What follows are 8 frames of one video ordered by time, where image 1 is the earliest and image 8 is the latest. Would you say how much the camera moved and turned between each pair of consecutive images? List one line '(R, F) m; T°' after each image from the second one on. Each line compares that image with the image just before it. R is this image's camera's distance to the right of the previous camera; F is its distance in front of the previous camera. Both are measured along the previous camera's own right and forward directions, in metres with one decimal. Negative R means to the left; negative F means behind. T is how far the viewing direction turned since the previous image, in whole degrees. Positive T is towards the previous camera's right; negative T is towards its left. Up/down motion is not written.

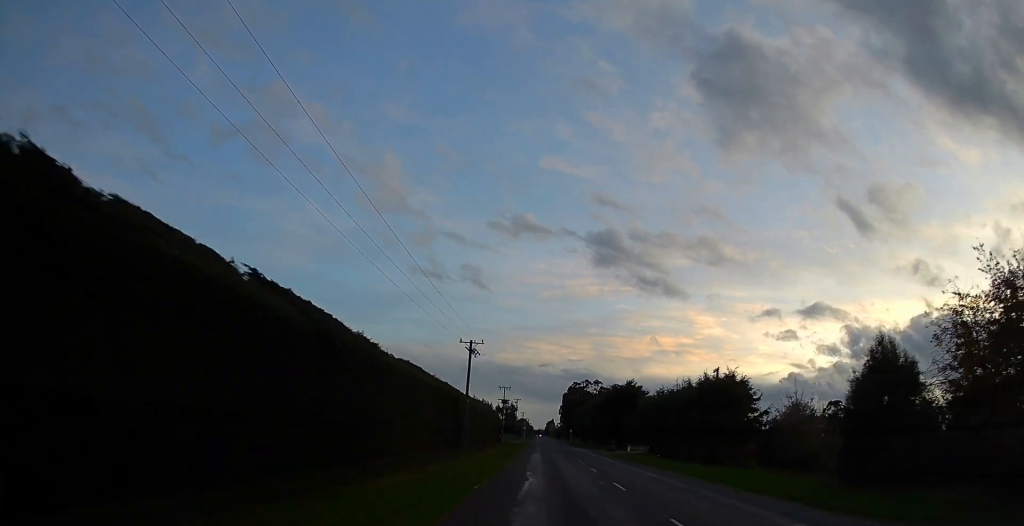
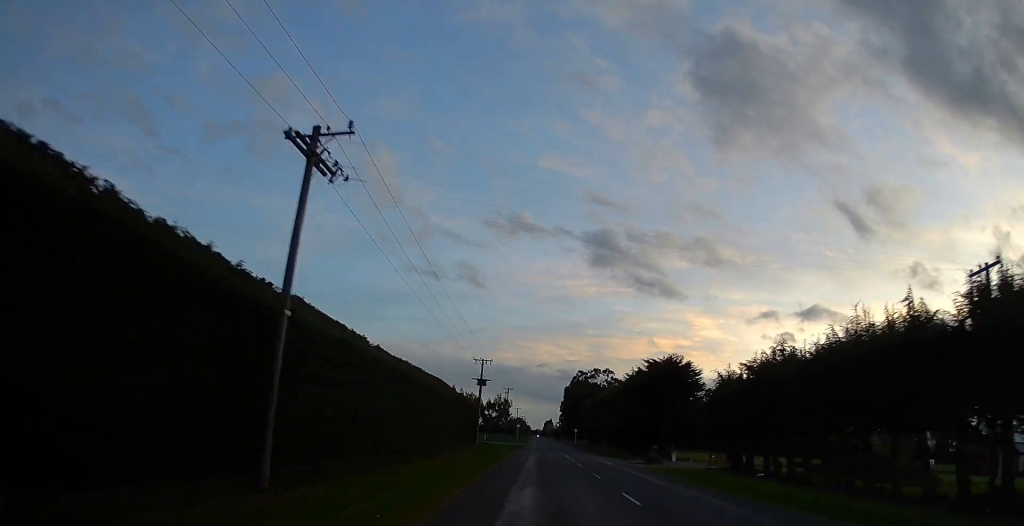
(+0.5, +34.0) m; +4°
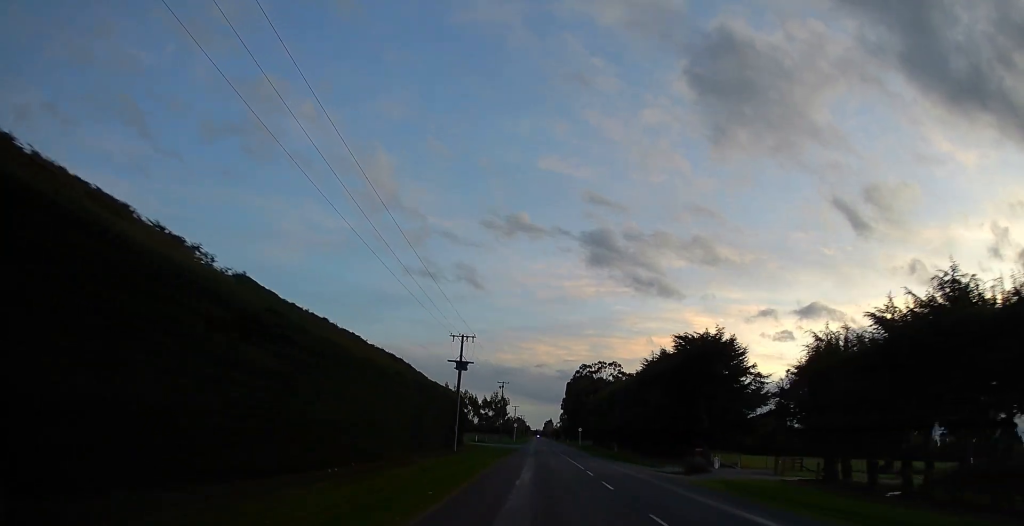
(+0.8, +15.3) m; 0°
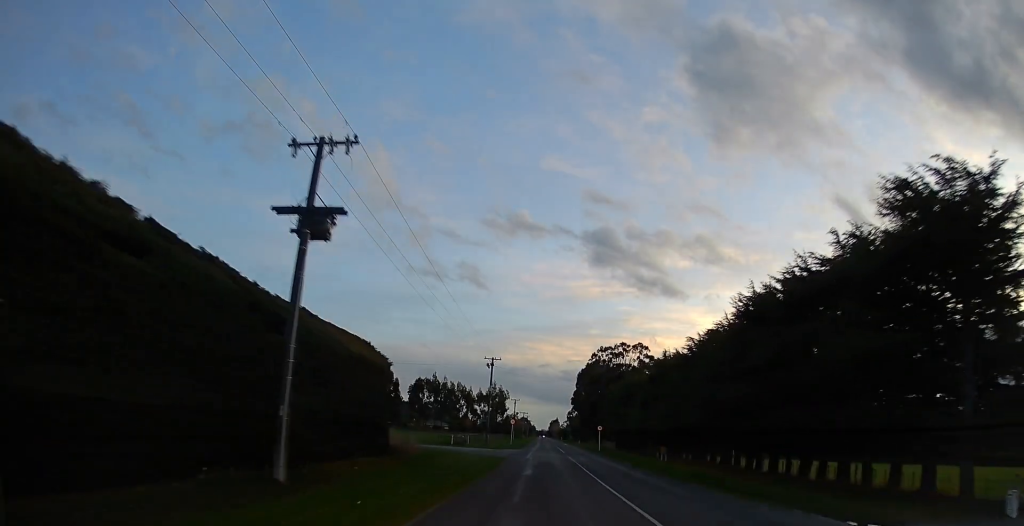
(-1.3, +31.4) m; -3°
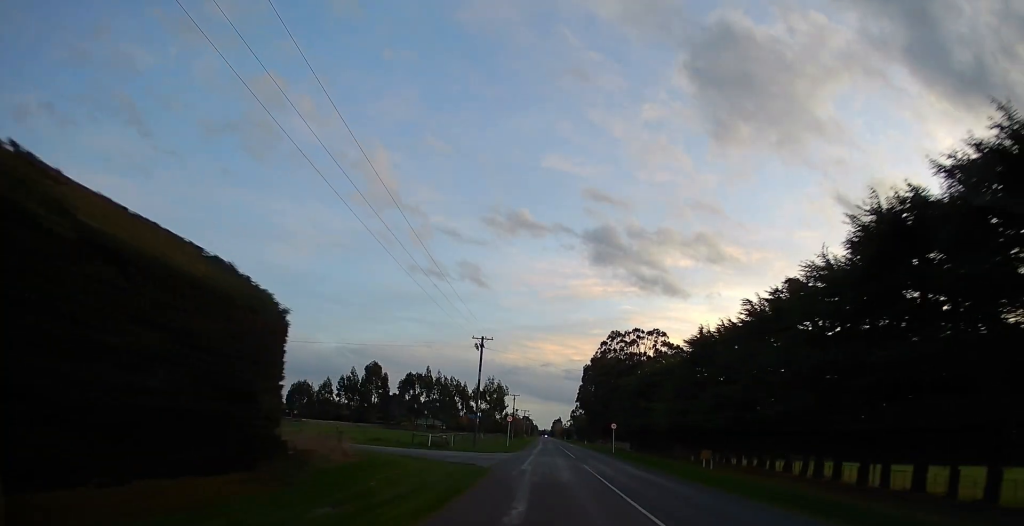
(0.0, +14.8) m; 0°
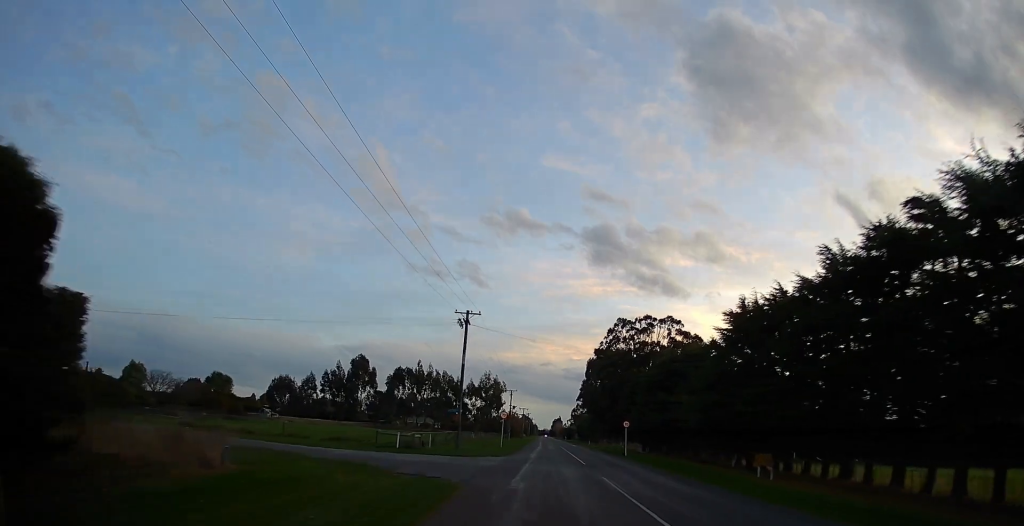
(0.0, +11.5) m; 0°
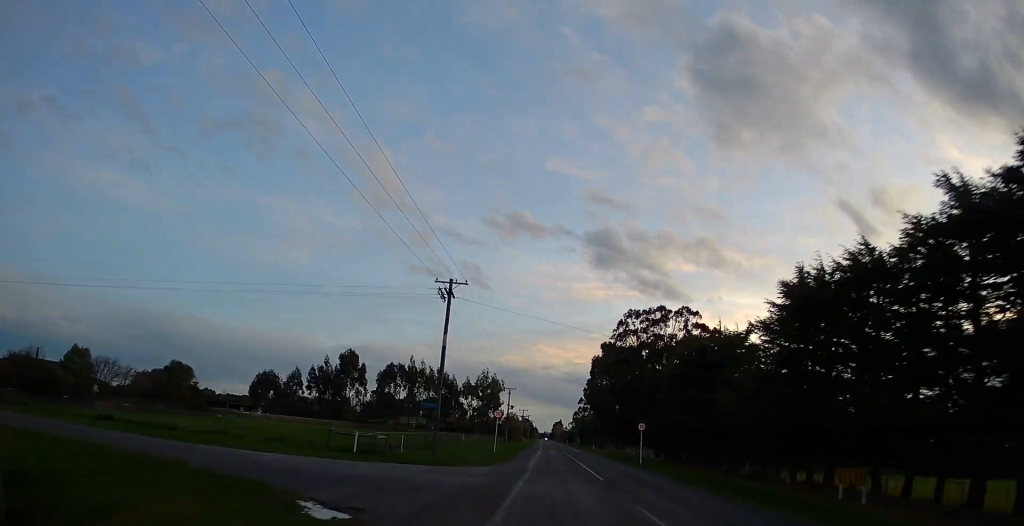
(0.0, +9.5) m; 0°
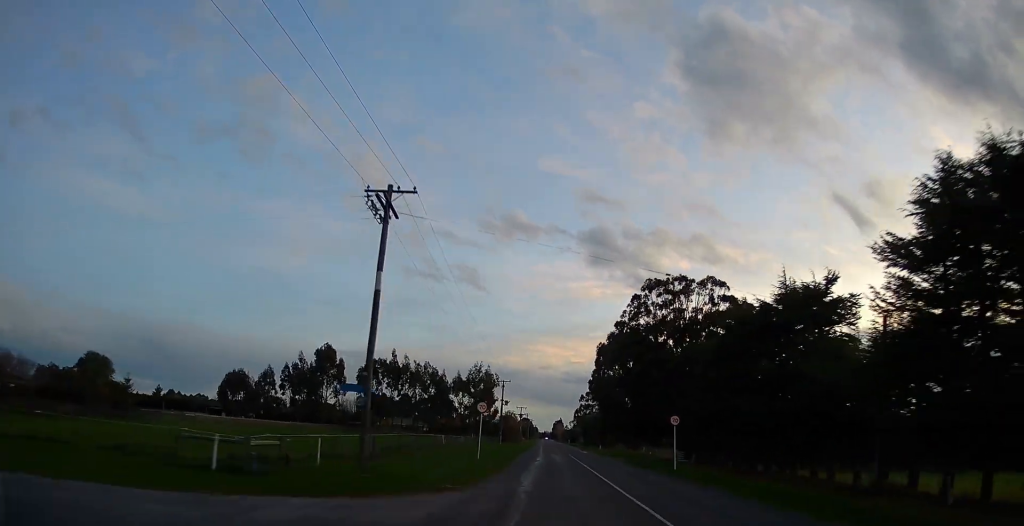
(0.0, +14.0) m; +1°
